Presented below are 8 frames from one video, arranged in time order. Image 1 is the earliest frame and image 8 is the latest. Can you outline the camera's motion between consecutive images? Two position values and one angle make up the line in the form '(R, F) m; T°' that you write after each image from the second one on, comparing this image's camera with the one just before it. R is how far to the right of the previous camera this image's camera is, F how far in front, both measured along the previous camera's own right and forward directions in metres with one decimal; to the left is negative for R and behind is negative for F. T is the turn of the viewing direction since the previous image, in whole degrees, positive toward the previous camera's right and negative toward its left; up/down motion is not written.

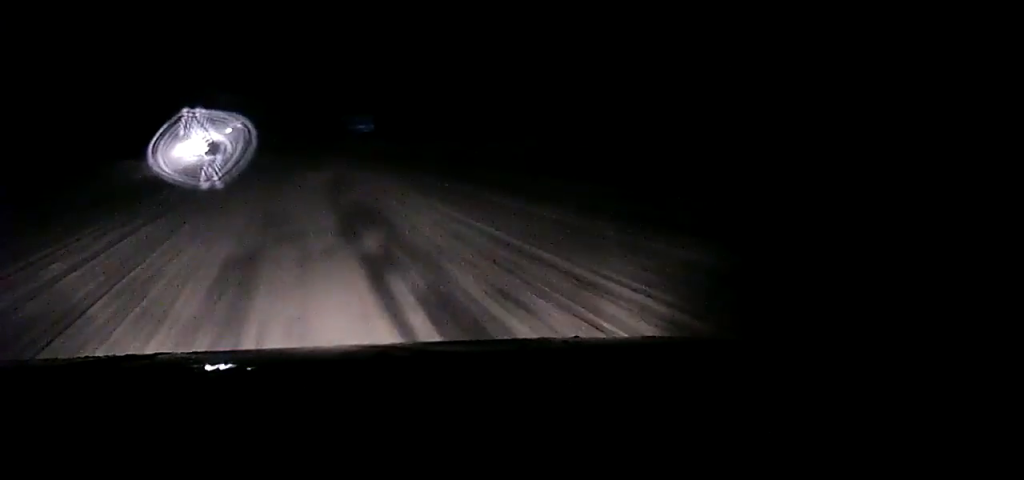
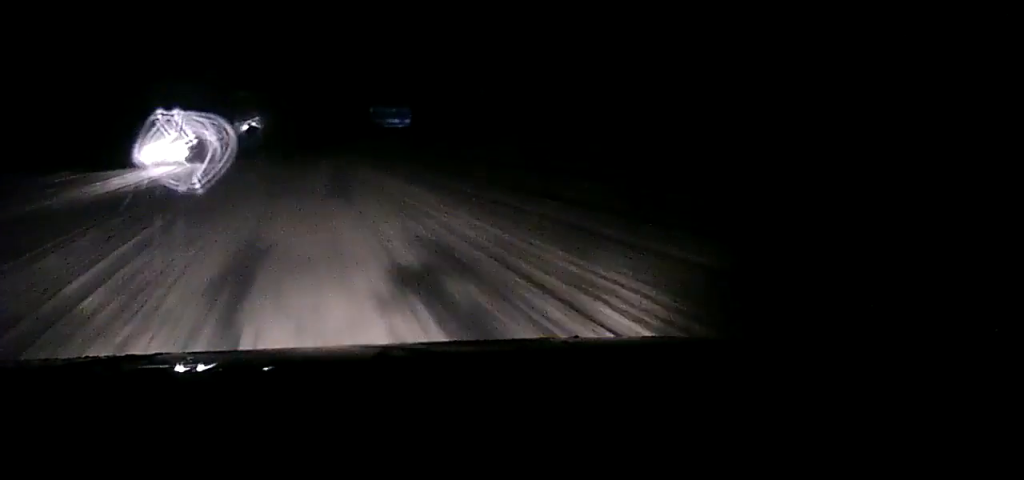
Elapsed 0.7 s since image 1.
(-0.1, +8.4) m; -2°
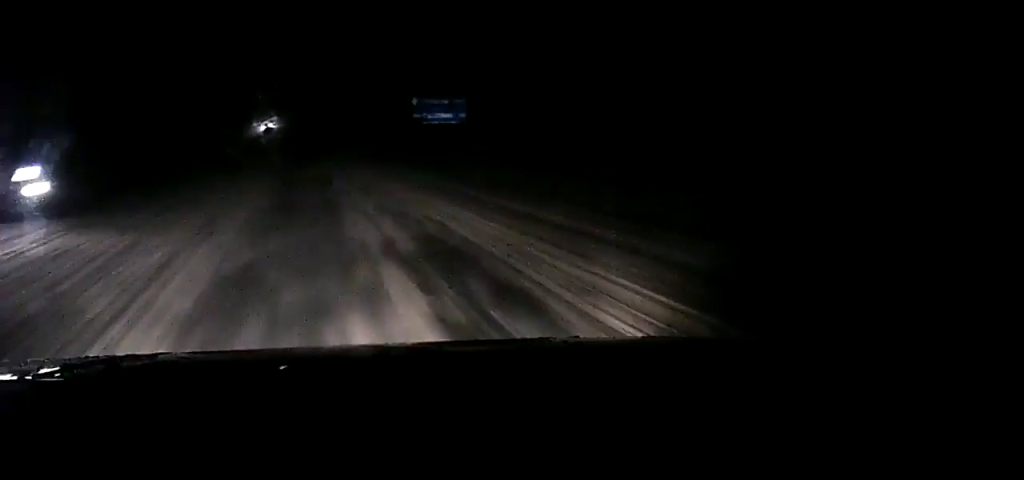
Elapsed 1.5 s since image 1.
(-0.2, +9.8) m; -2°
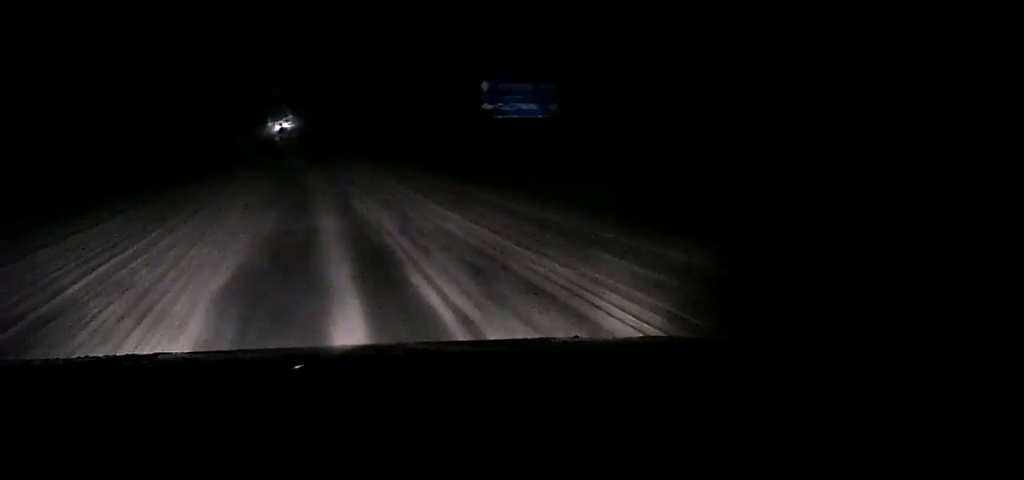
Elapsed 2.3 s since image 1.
(-0.2, +9.7) m; -1°
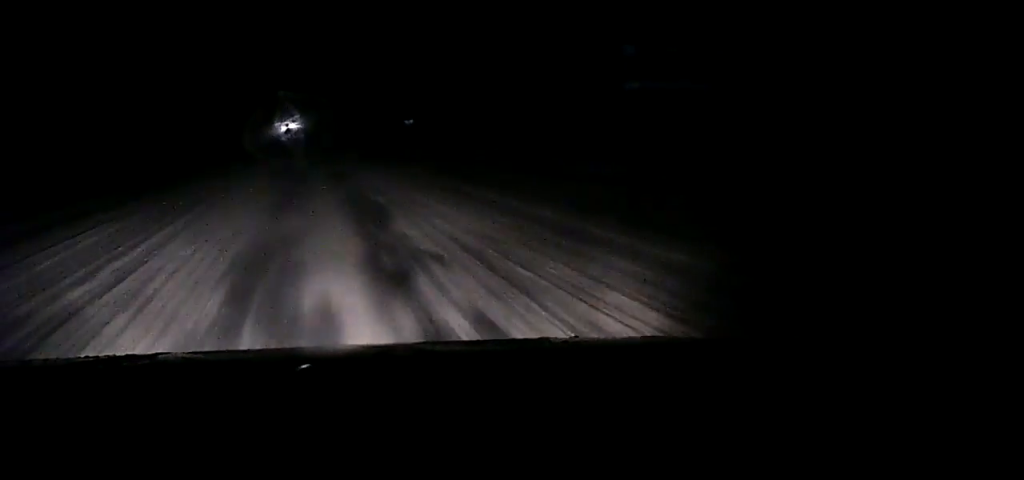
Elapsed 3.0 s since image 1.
(0.0, +9.2) m; -1°
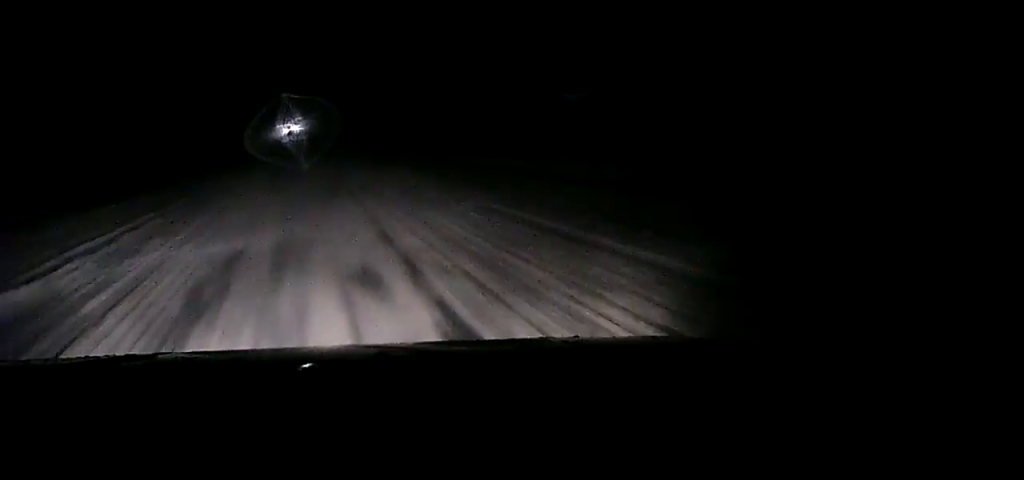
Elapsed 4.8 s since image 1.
(-0.3, +21.5) m; -1°
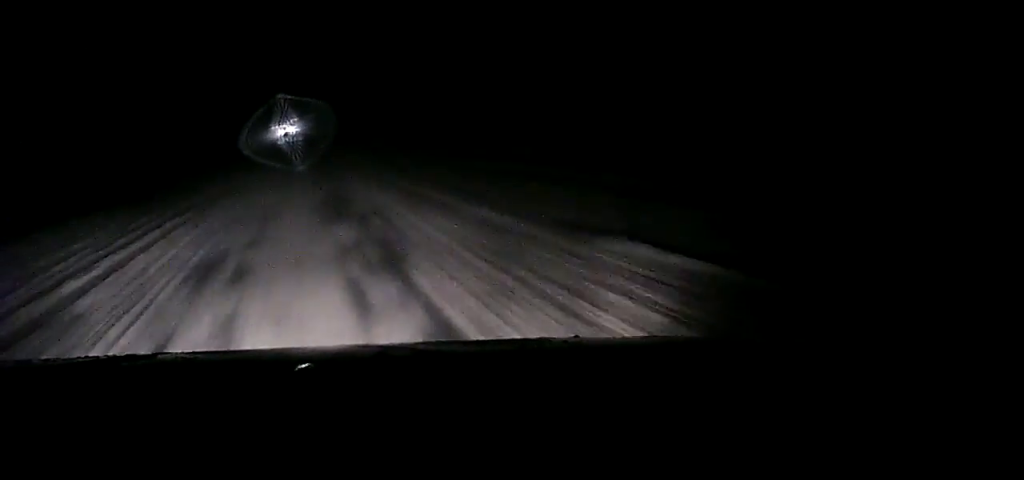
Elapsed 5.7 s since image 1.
(0.0, +11.4) m; 0°
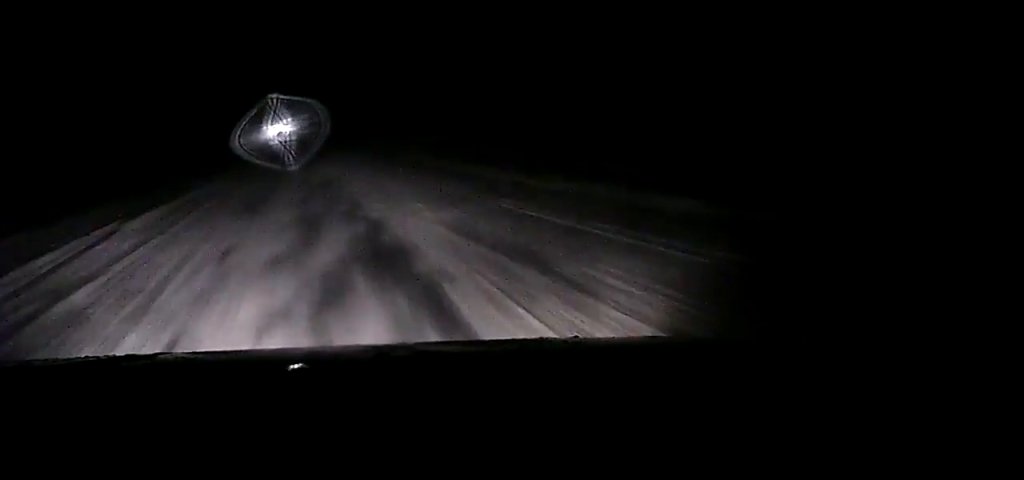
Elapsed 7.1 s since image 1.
(+0.1, +16.6) m; 0°
